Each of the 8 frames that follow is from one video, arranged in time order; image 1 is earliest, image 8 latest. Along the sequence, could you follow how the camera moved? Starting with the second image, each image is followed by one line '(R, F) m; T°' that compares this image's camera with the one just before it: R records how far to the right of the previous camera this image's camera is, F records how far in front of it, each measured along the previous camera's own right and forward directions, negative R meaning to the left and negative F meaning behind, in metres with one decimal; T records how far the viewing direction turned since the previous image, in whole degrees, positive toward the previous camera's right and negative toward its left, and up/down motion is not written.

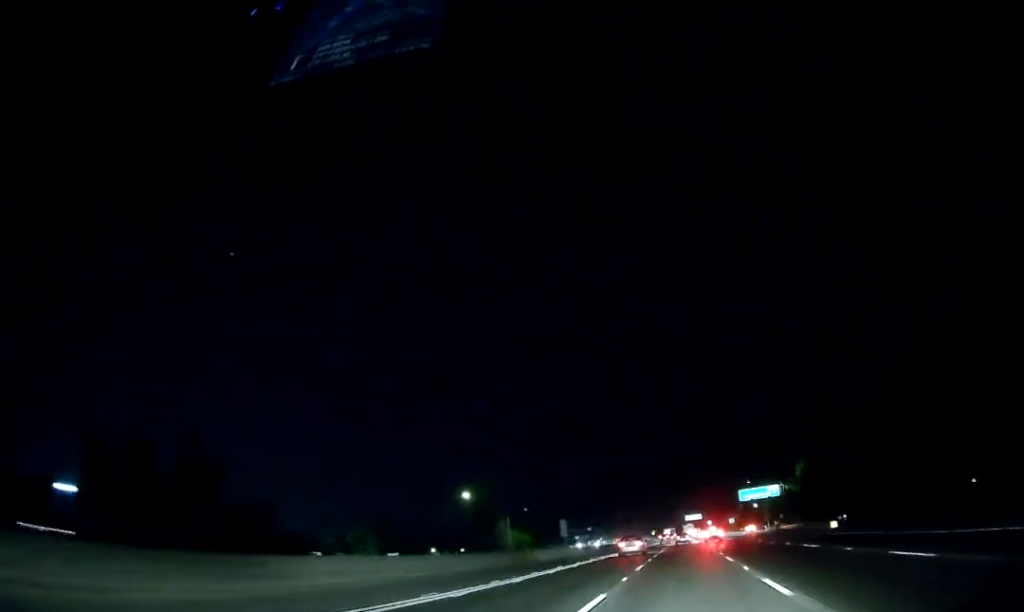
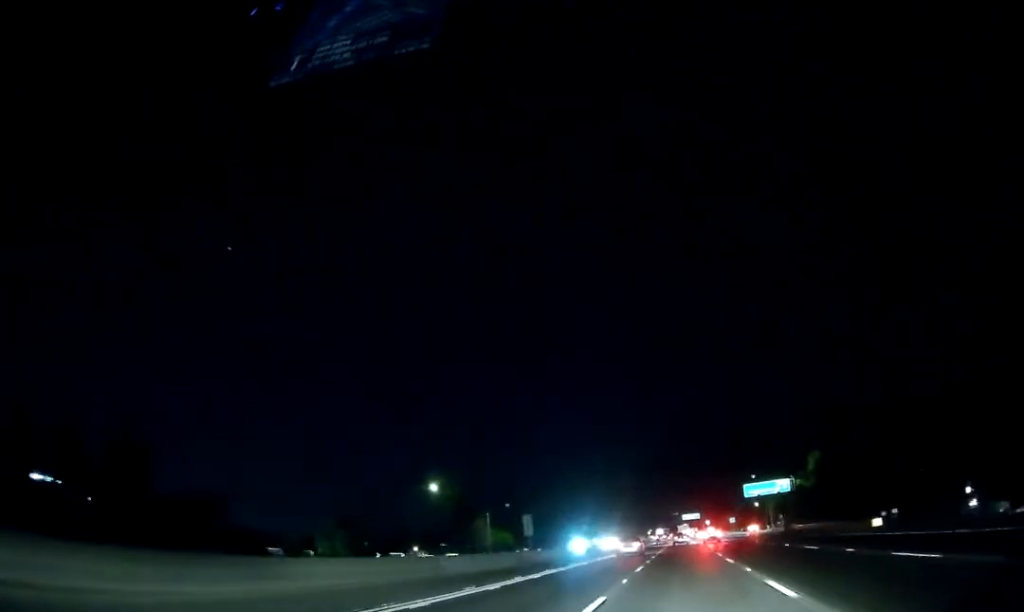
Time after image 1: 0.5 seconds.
(+0.2, +14.7) m; +1°
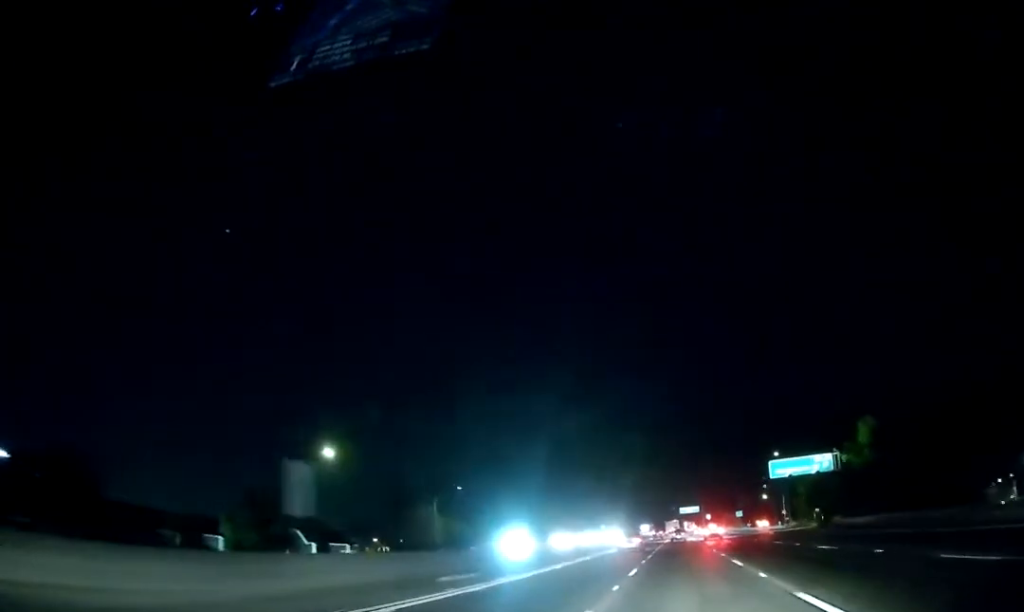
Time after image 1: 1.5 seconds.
(+0.8, +33.2) m; +2°
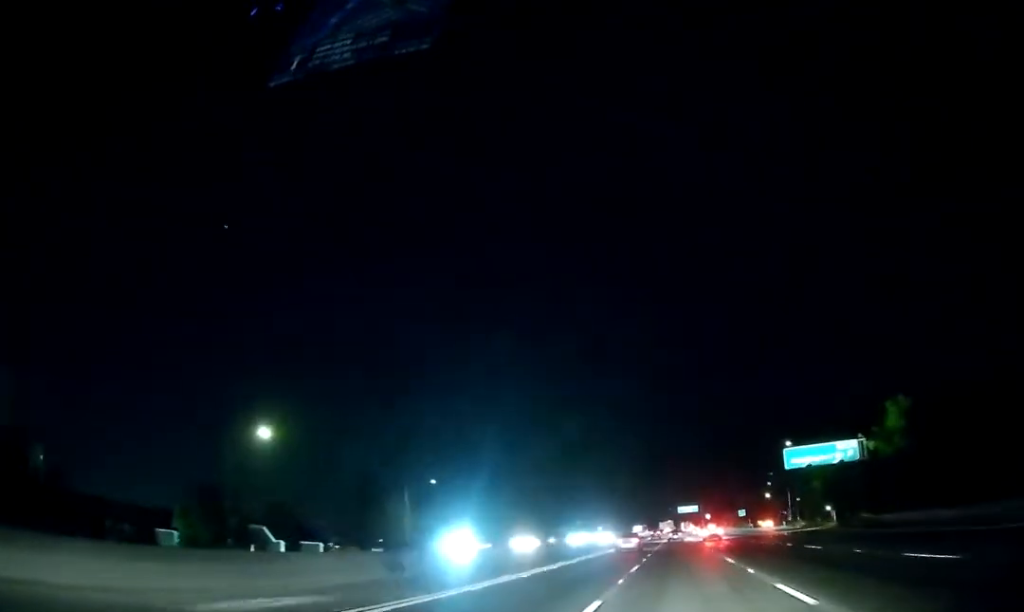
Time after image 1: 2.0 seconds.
(+0.3, +13.4) m; 0°
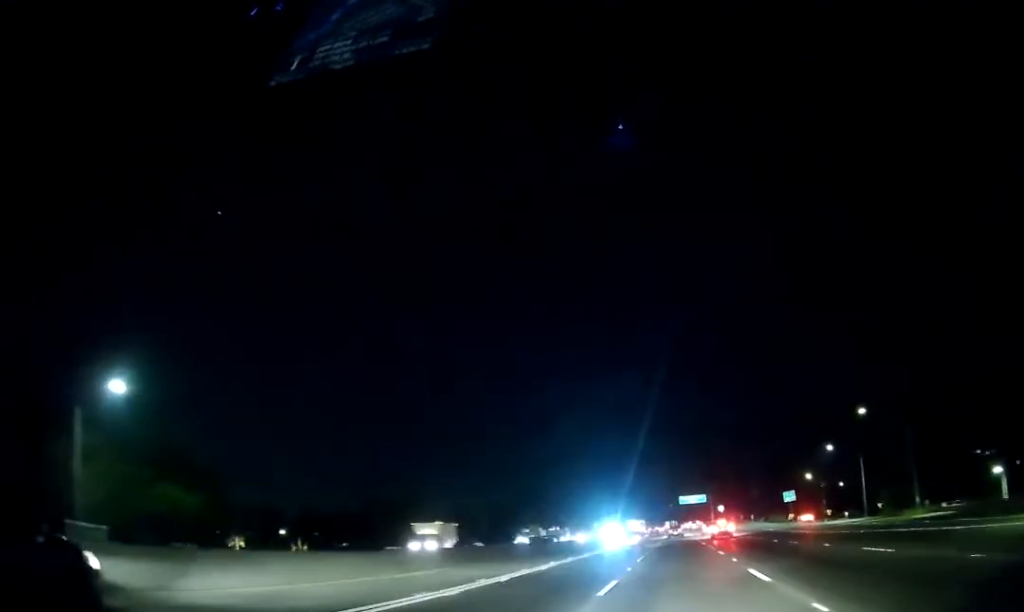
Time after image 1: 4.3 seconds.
(+0.9, +69.7) m; +1°
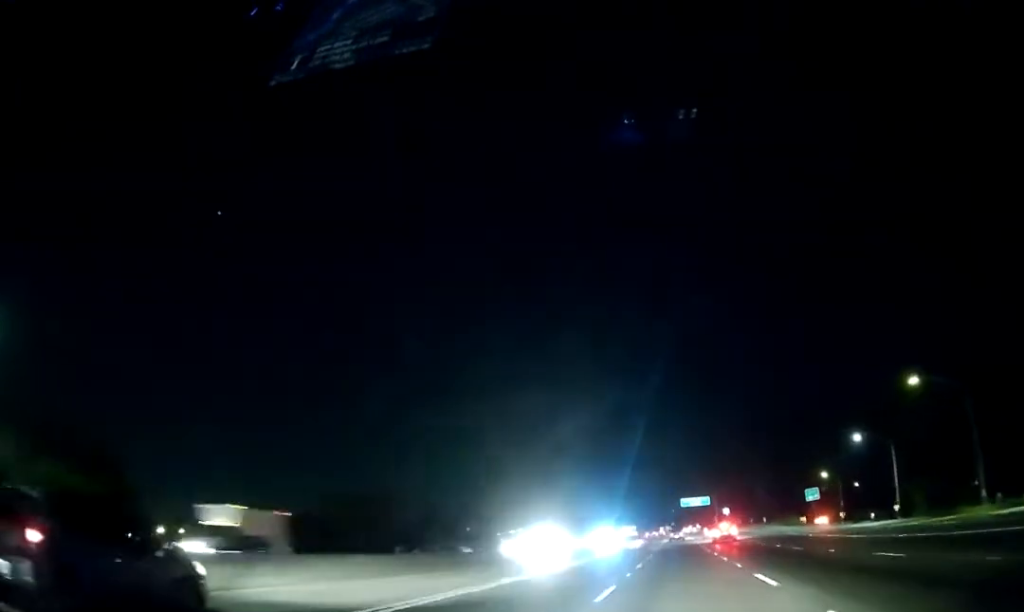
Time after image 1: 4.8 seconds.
(-0.1, +15.4) m; 0°
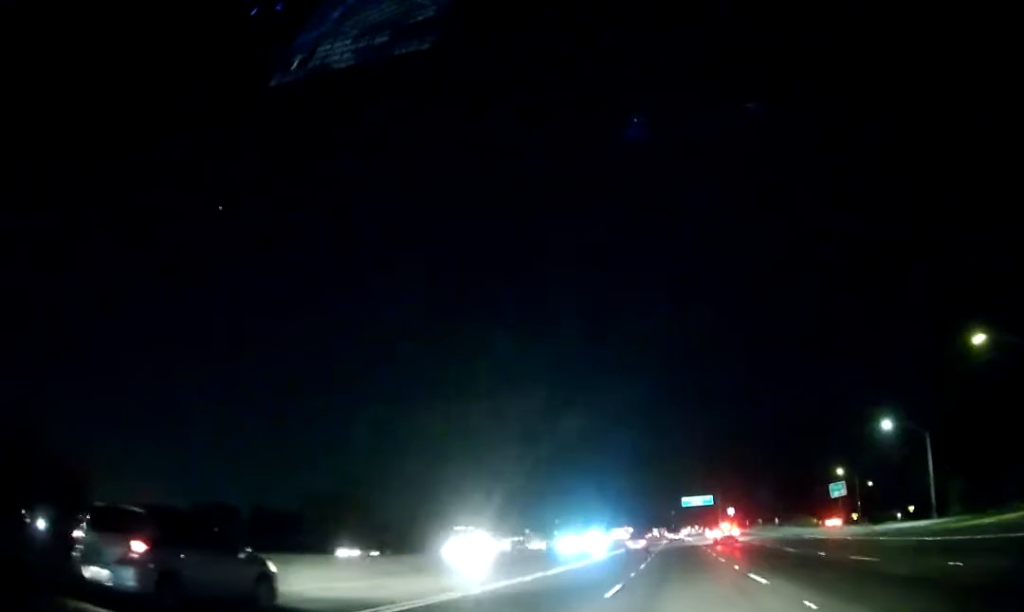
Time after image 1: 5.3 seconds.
(0.0, +13.3) m; 0°
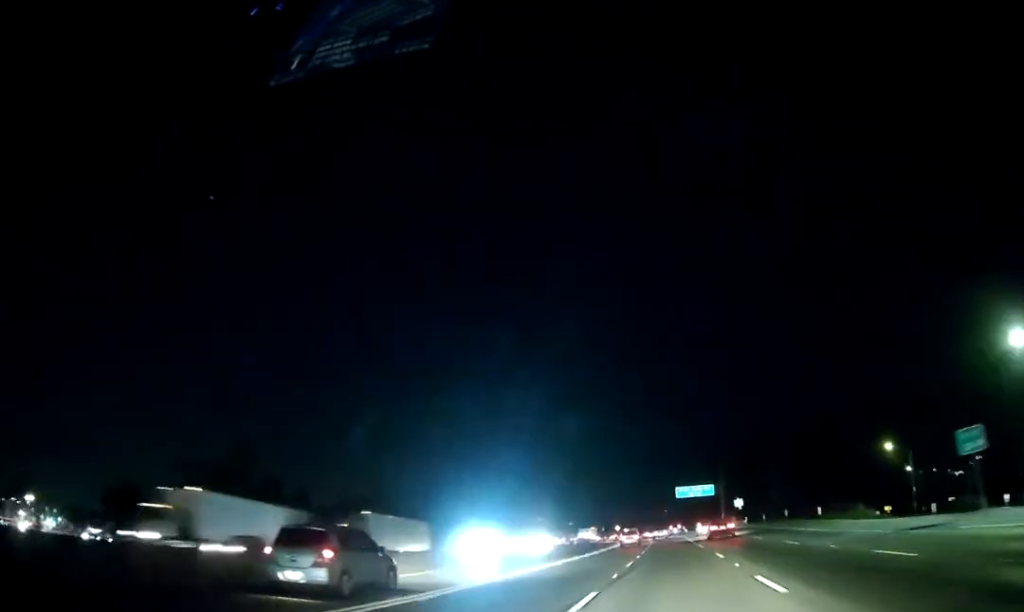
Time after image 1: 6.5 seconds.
(-0.1, +33.4) m; 0°
